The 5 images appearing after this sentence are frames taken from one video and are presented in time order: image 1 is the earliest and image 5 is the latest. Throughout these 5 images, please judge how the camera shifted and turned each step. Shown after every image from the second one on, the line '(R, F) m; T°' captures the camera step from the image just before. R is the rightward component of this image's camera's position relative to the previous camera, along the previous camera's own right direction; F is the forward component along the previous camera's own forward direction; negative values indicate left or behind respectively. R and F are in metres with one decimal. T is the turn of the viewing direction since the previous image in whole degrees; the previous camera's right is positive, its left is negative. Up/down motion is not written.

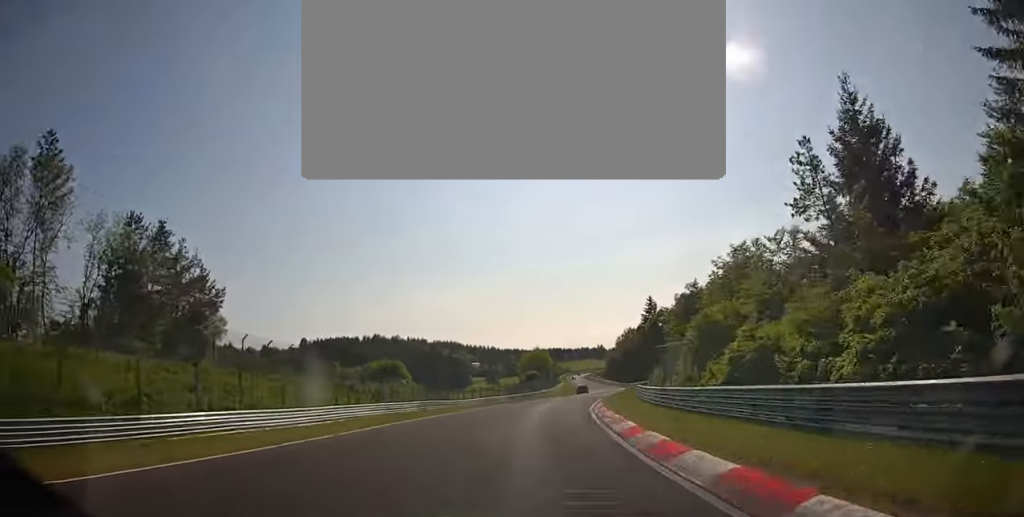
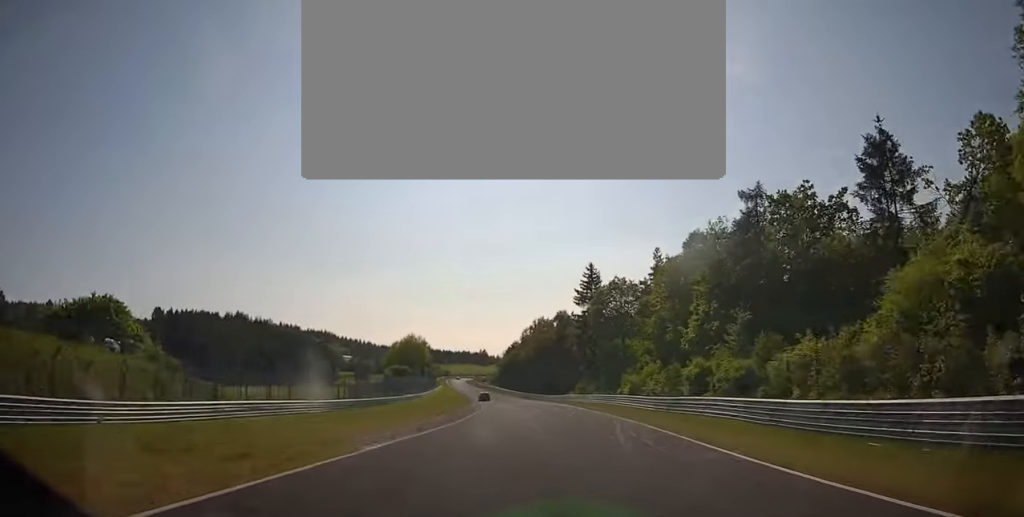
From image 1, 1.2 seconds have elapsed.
(+4.9, +50.8) m; +10°
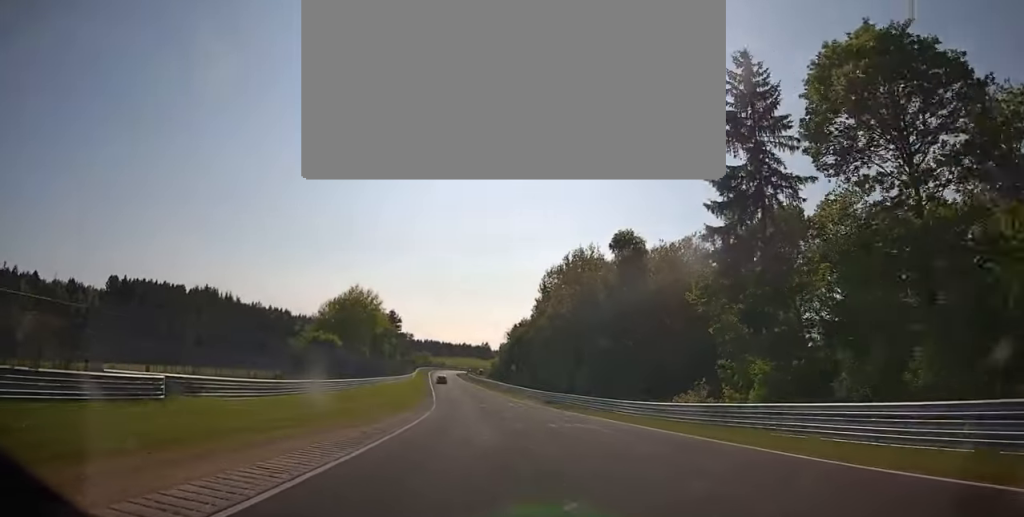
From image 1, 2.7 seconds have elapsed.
(+1.5, +57.8) m; 0°
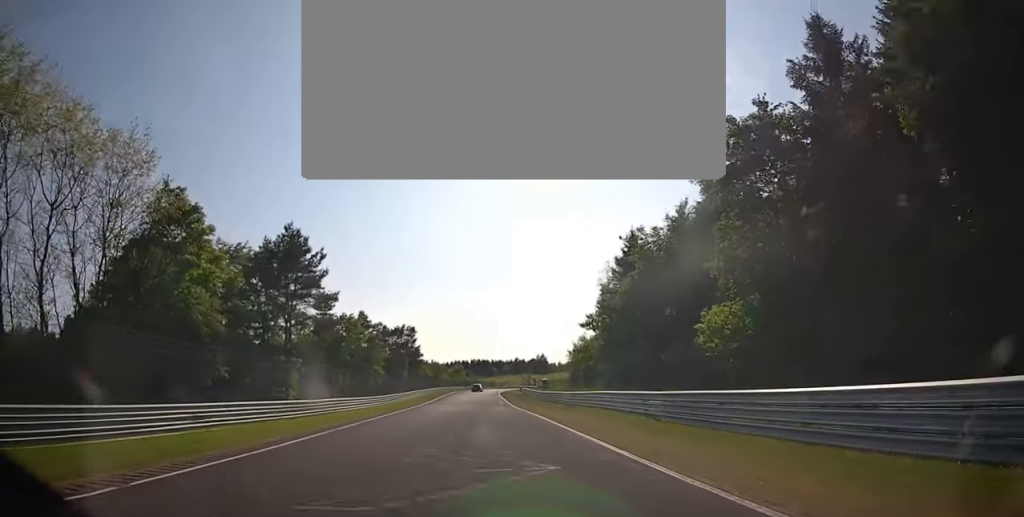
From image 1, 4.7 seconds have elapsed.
(-3.2, +78.9) m; -5°
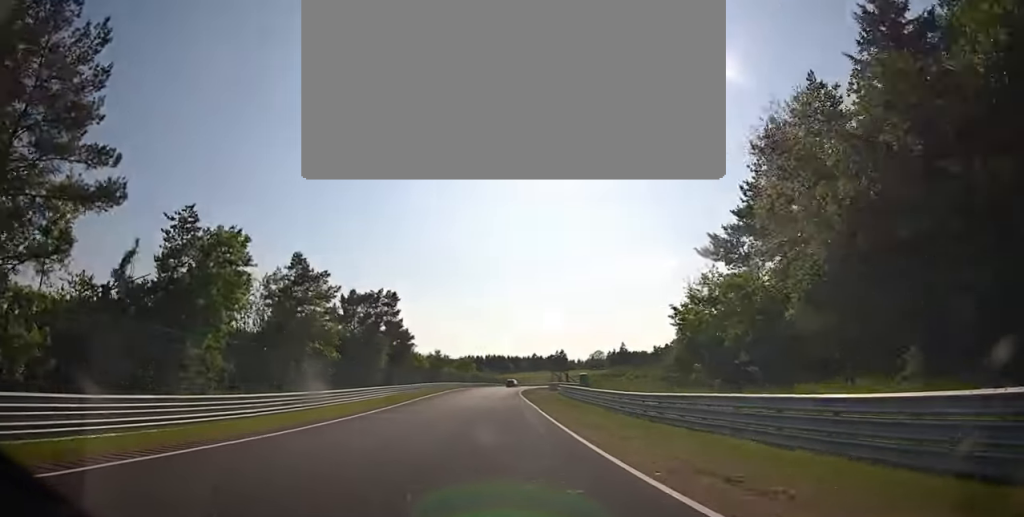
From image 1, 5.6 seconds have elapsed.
(-0.6, +31.0) m; -2°
